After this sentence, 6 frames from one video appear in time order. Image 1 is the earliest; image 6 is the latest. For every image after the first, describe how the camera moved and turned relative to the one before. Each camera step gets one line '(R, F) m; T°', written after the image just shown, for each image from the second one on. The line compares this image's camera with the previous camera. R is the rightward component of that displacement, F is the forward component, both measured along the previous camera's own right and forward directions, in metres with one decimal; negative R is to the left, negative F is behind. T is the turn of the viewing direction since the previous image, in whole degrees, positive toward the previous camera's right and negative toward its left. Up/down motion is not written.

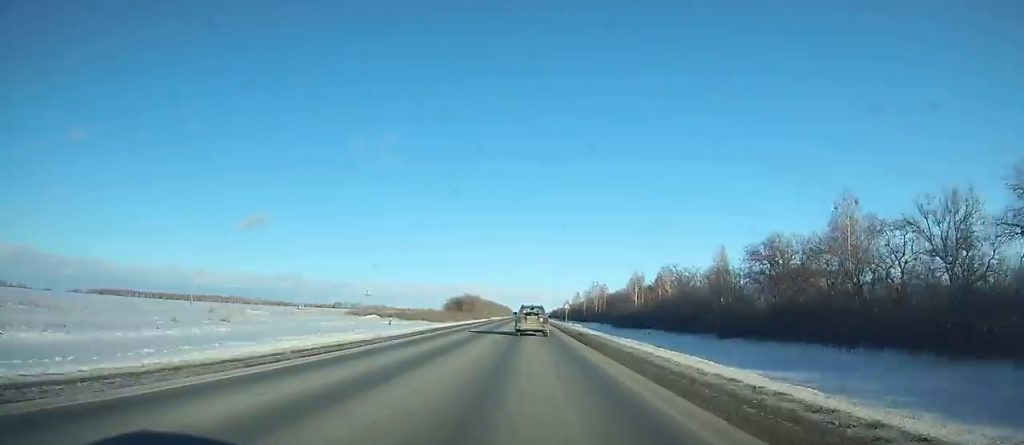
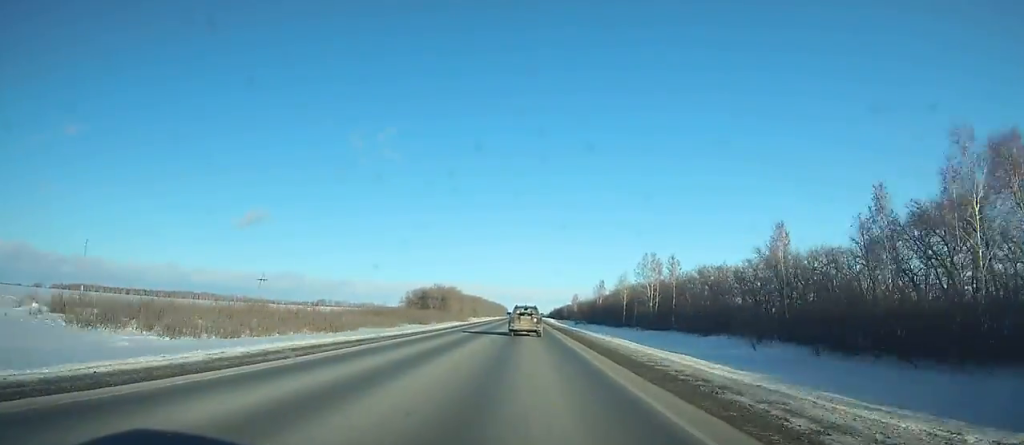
(0.0, +88.7) m; 0°
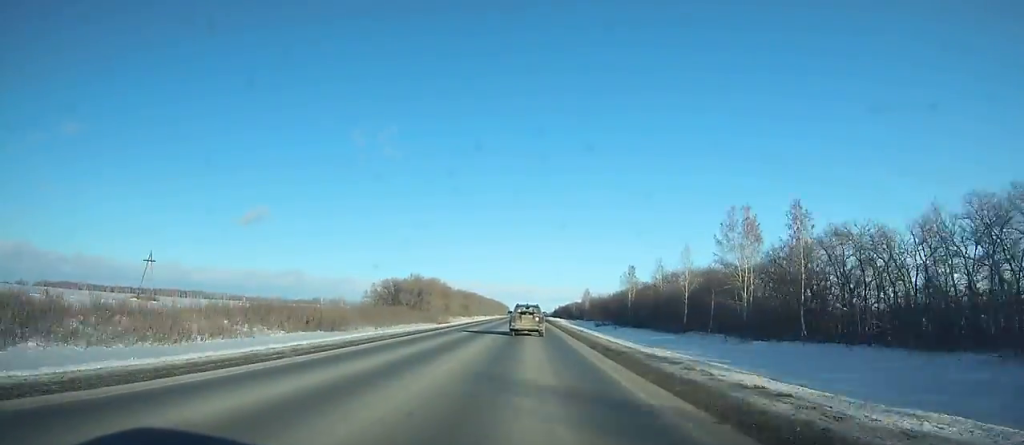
(-0.1, +44.5) m; 0°
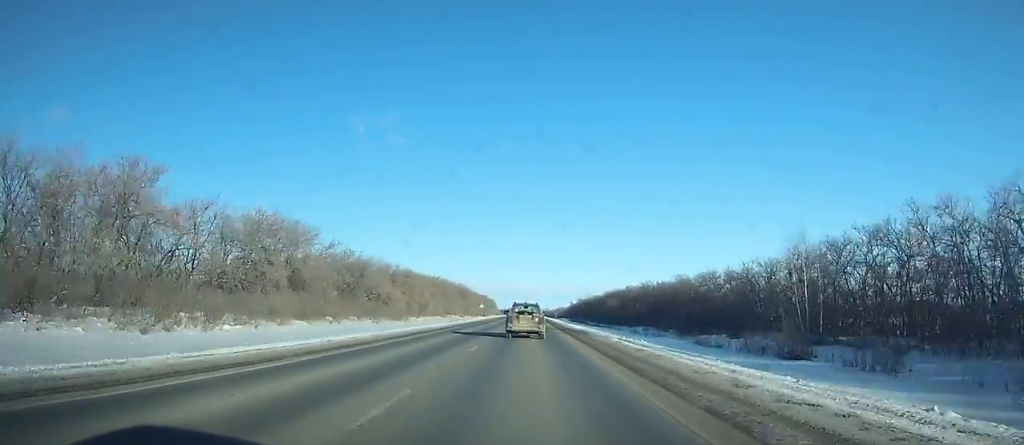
(-0.6, +230.2) m; 0°
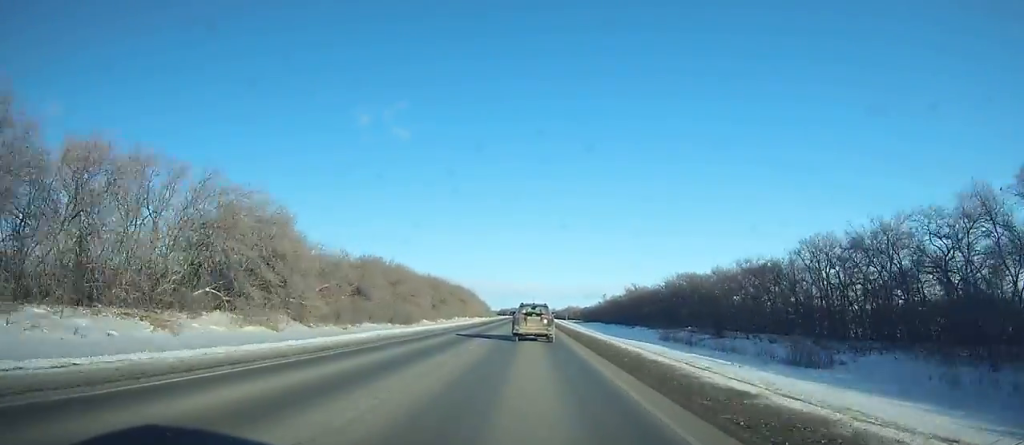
(+0.7, +155.1) m; 0°
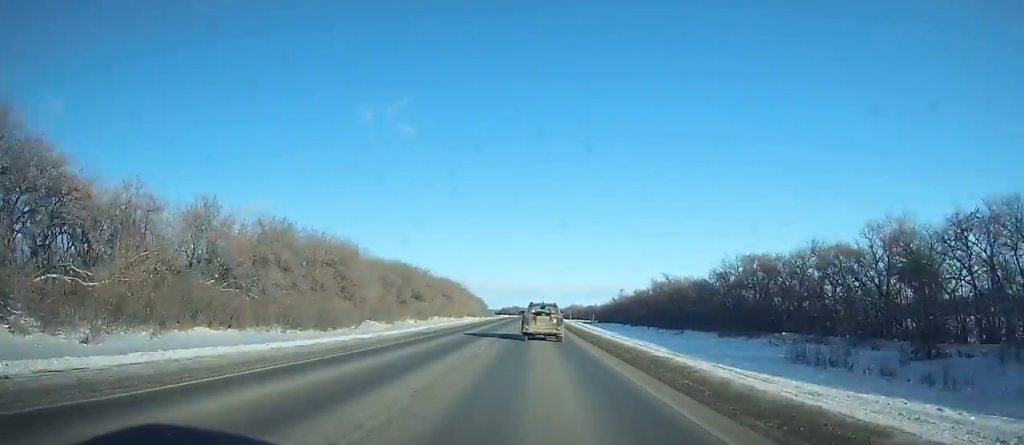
(-0.2, +36.6) m; 0°
